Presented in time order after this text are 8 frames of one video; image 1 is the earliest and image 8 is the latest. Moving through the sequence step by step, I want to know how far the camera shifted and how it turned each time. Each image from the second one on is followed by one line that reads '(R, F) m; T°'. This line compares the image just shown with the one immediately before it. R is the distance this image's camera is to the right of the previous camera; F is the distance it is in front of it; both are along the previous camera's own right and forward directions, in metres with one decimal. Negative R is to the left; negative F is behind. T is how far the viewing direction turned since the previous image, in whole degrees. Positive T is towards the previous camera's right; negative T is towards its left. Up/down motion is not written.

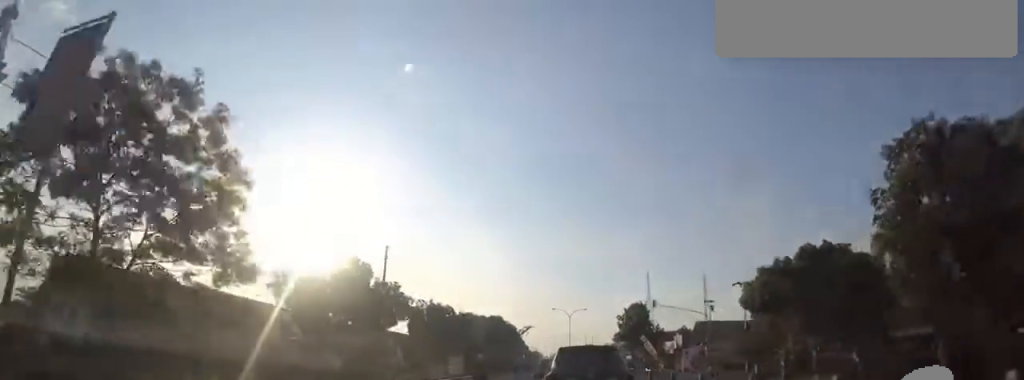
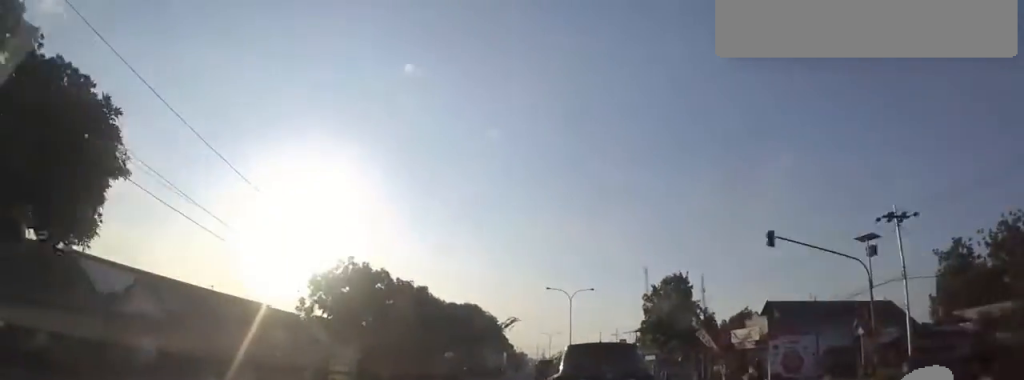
(-0.4, +23.6) m; -2°
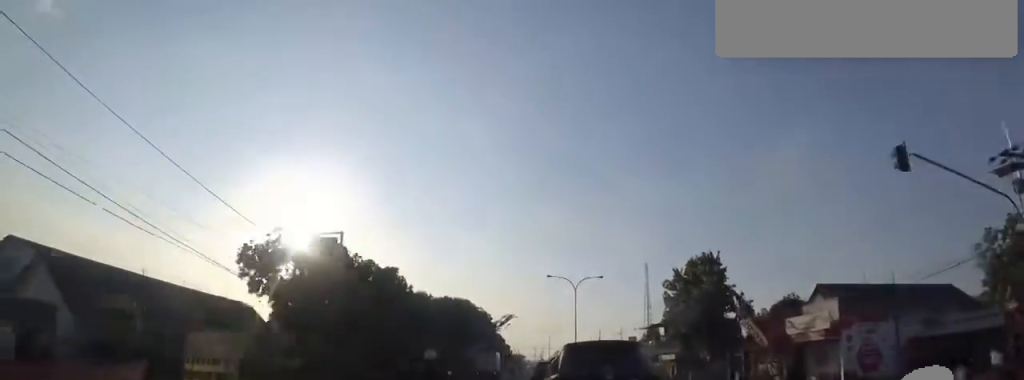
(-0.1, +8.3) m; +1°
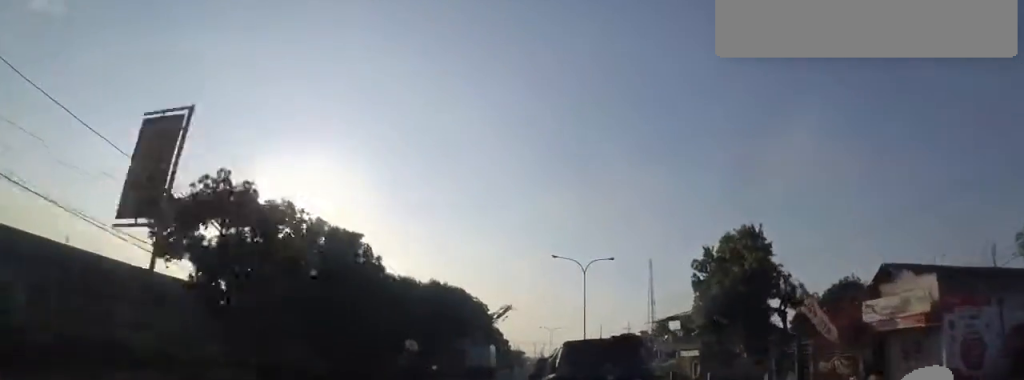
(-0.2, +7.0) m; +1°
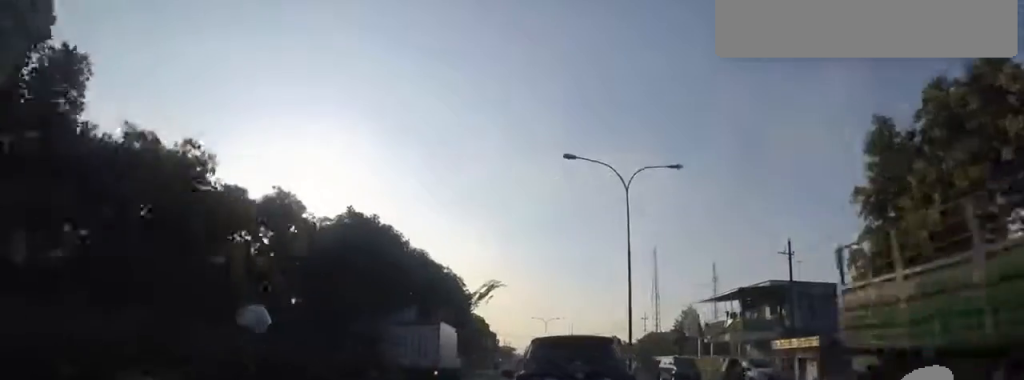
(+1.0, +19.3) m; 0°
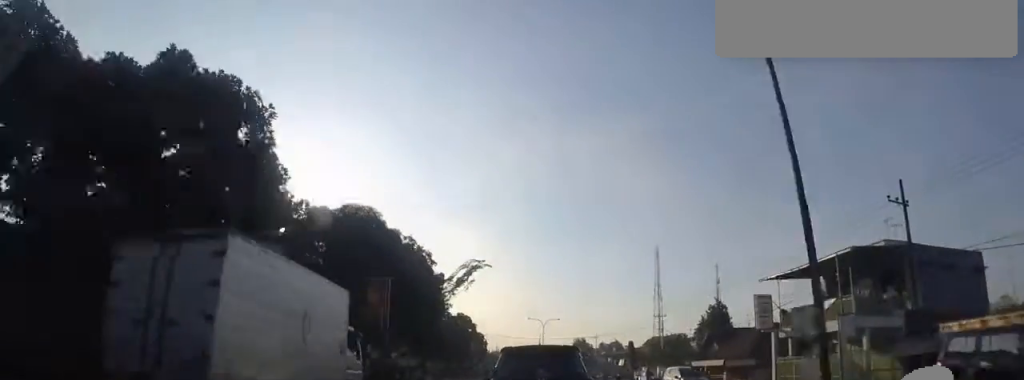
(-0.8, +13.9) m; -2°
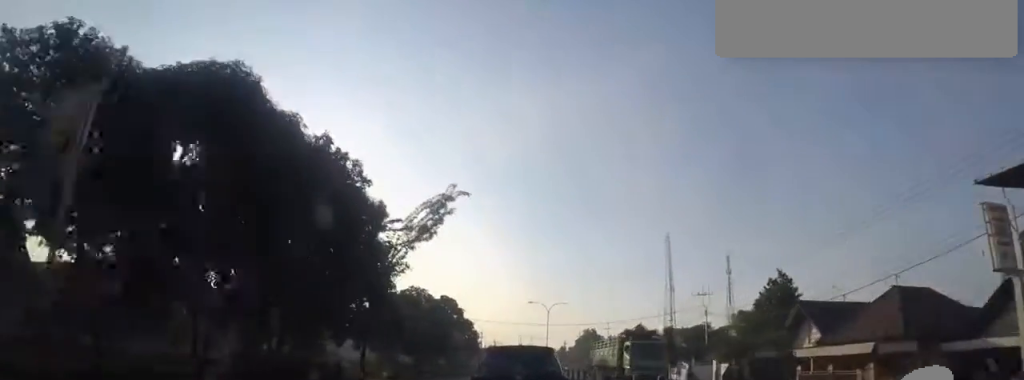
(-0.1, +16.0) m; +2°
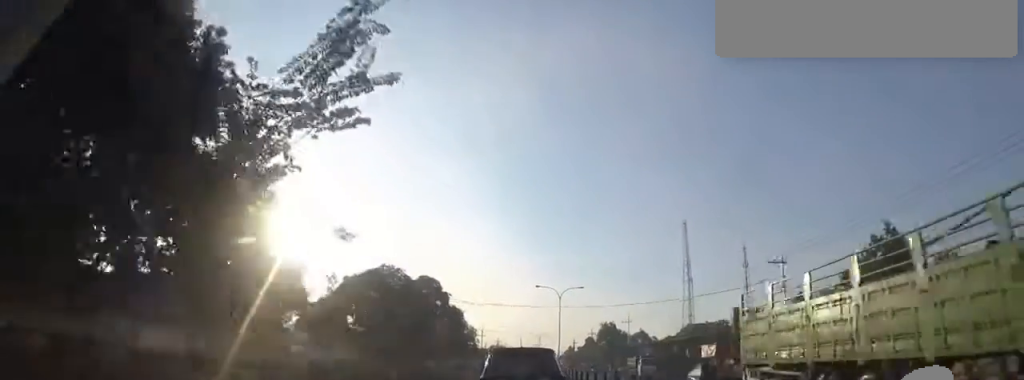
(+0.6, +15.0) m; +1°
